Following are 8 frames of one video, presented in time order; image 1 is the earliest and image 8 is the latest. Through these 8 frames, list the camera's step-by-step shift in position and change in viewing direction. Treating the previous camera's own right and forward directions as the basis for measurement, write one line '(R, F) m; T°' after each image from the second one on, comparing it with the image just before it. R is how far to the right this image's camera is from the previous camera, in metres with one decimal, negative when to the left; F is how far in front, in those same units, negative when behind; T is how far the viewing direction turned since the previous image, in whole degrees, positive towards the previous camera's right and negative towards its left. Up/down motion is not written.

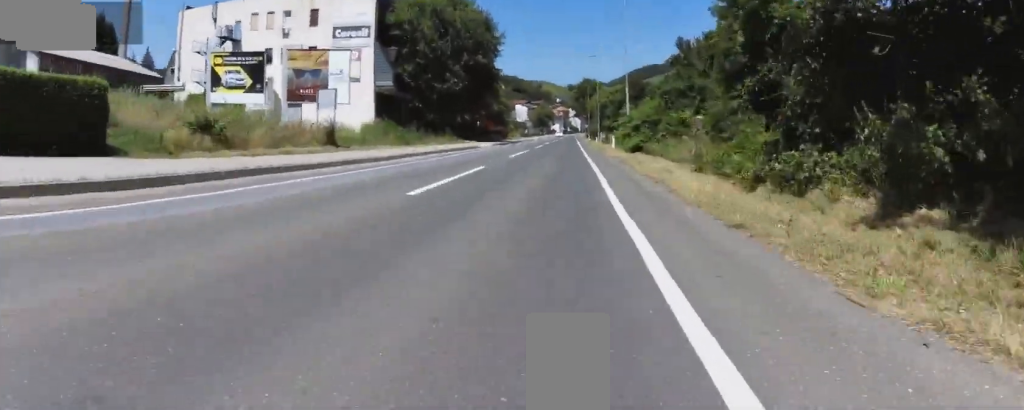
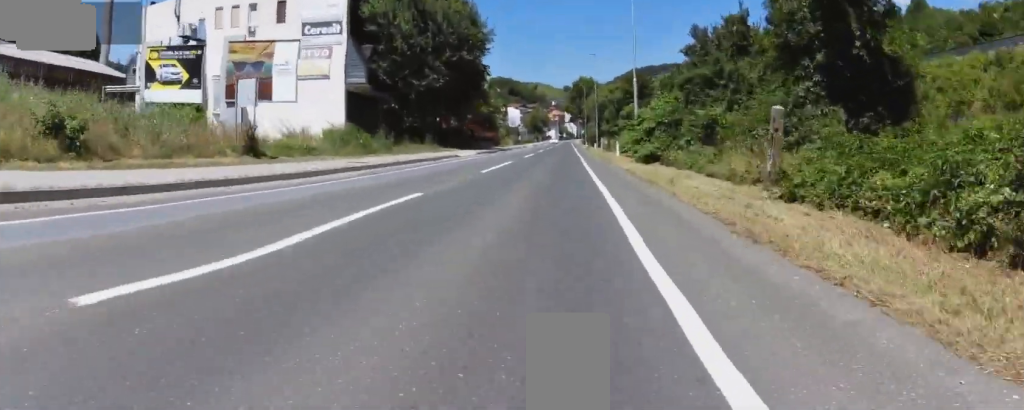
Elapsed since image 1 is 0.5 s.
(+0.4, +6.2) m; +2°
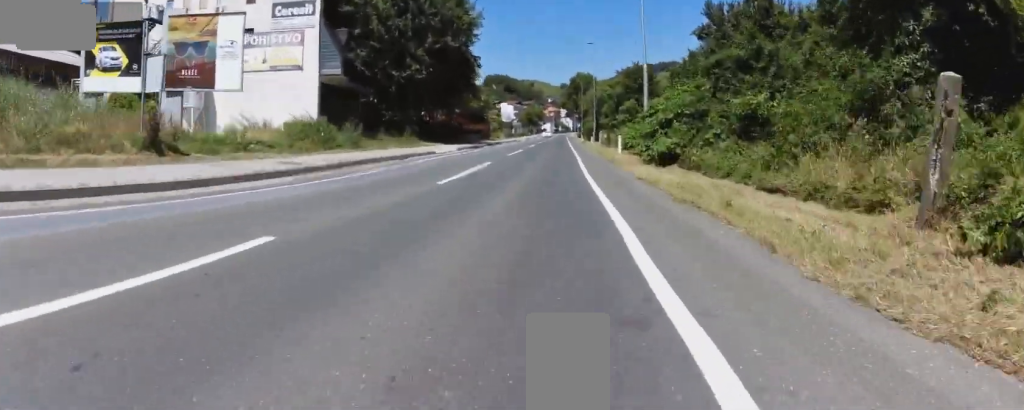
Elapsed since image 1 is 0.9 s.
(+0.1, +4.7) m; +1°
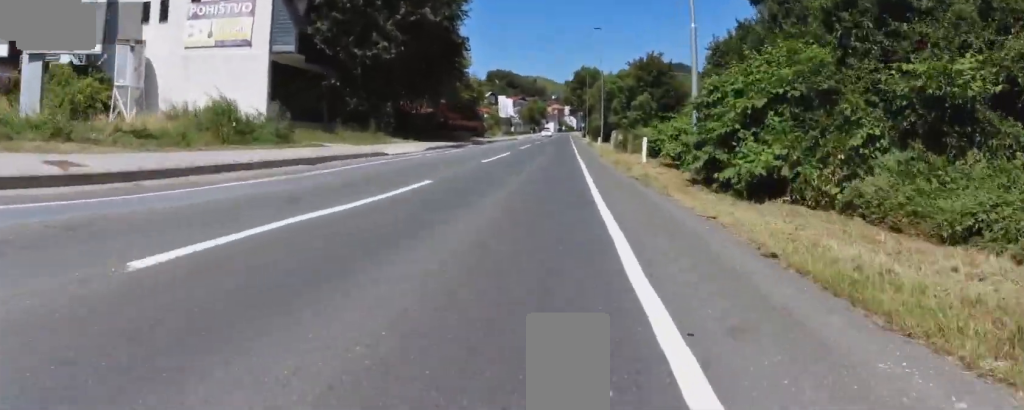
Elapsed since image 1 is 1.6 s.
(+0.1, +8.3) m; -3°
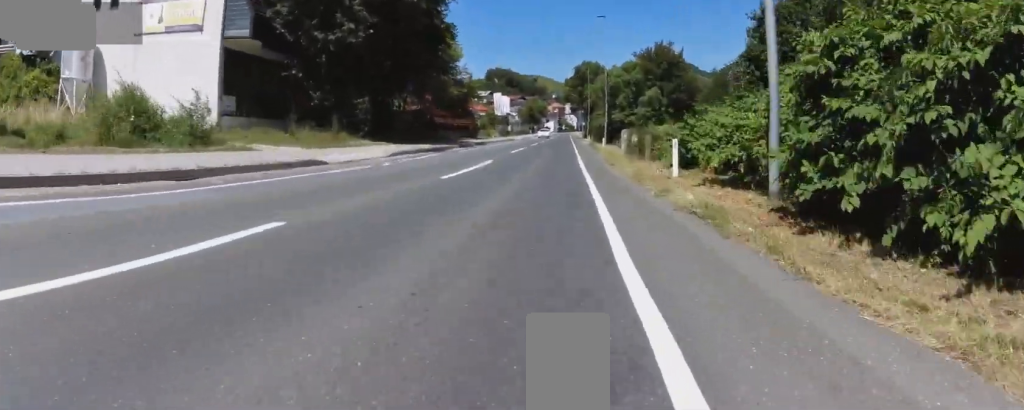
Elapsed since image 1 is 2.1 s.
(-0.2, +5.6) m; -1°
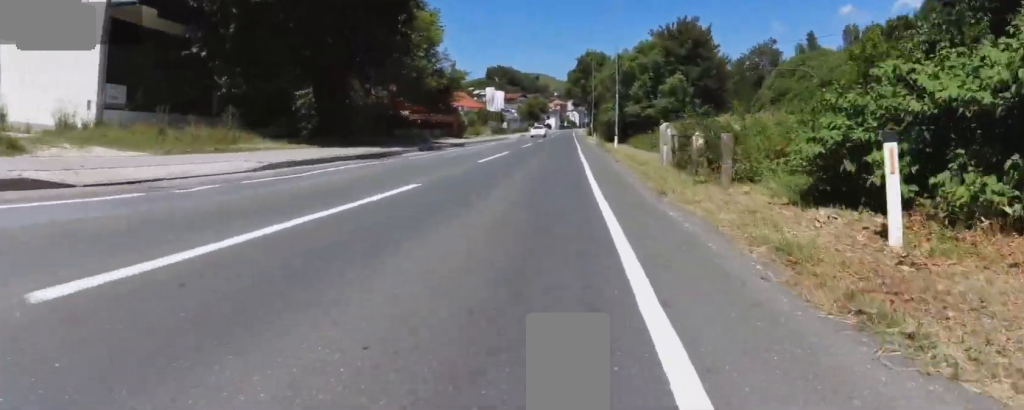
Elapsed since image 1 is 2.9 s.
(-0.6, +9.7) m; 0°
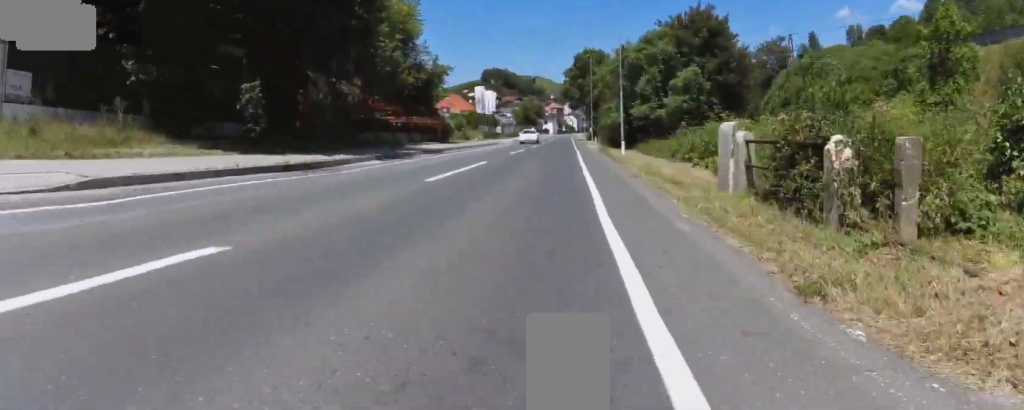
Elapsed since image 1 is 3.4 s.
(+0.5, +5.7) m; 0°
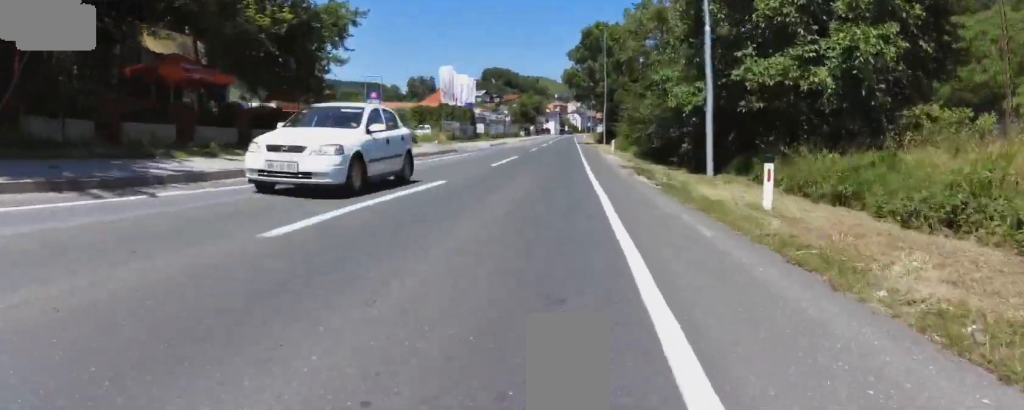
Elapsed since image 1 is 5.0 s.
(-0.4, +20.6) m; 0°
